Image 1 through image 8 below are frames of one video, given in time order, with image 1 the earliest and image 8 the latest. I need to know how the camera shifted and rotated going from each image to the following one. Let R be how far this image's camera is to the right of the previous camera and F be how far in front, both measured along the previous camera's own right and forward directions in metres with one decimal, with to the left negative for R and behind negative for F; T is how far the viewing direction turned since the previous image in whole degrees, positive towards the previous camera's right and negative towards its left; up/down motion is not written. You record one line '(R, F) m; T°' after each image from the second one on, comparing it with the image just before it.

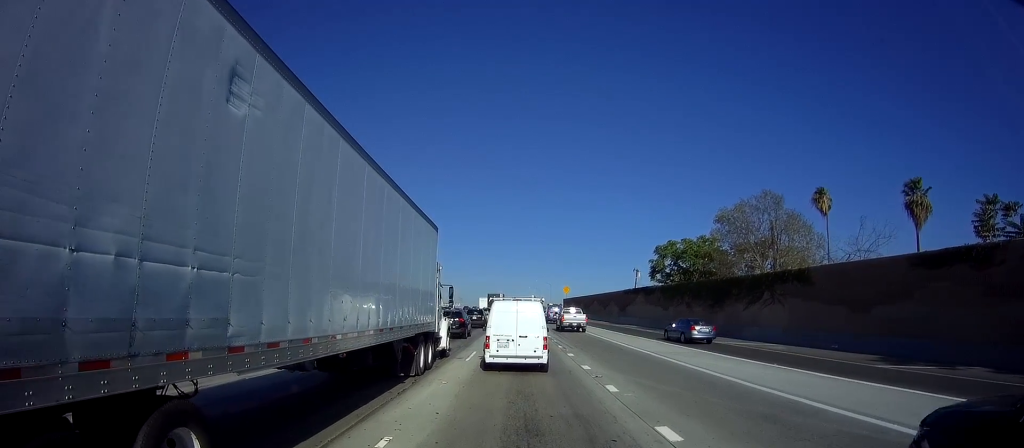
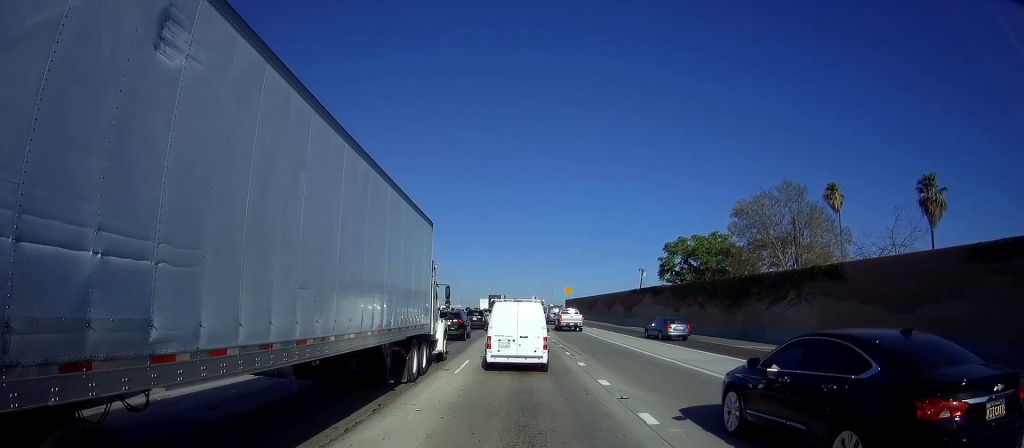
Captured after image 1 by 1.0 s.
(+0.3, +3.7) m; +1°
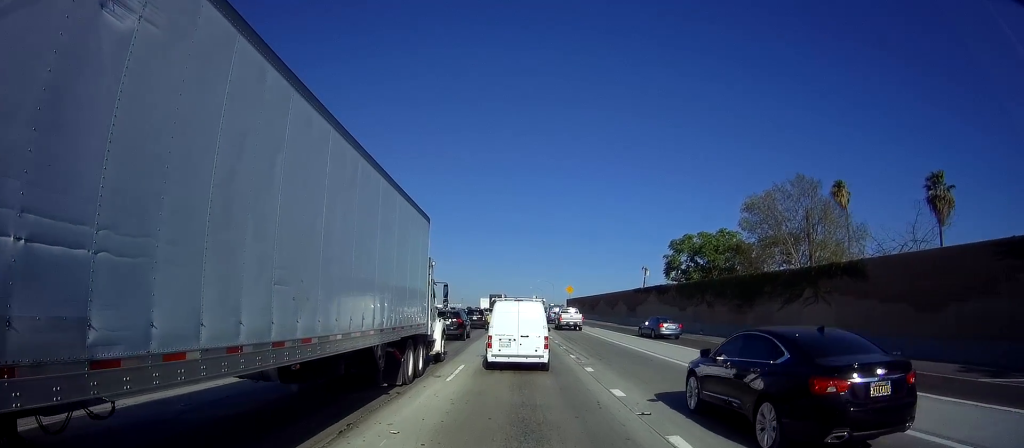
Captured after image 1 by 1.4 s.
(-0.1, +1.7) m; 0°
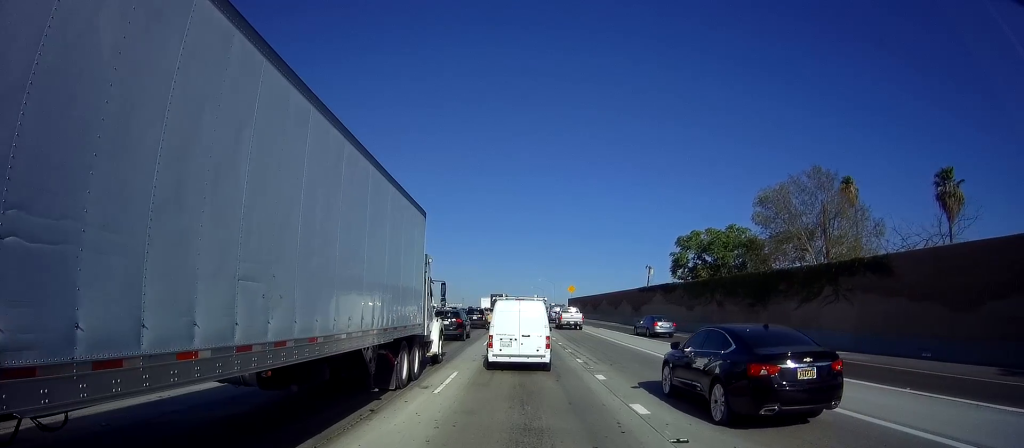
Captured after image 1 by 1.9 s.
(-0.1, +1.8) m; -1°
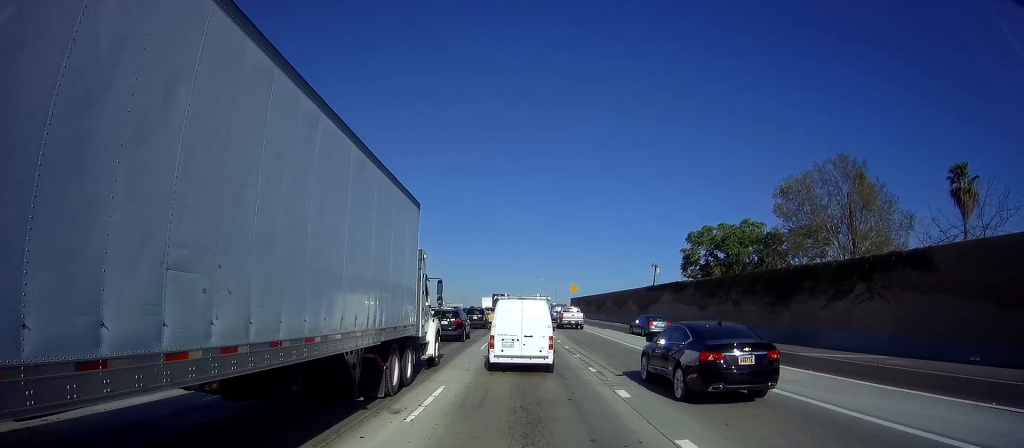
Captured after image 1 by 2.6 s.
(+0.1, +2.6) m; +3°
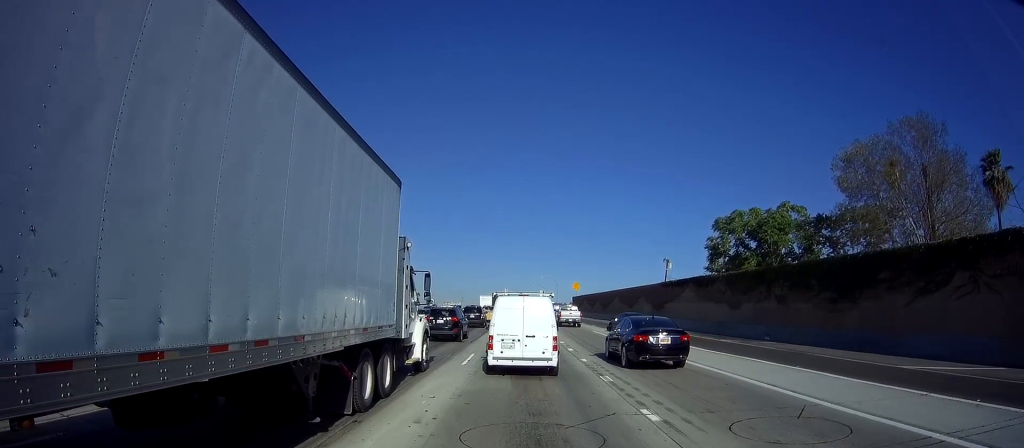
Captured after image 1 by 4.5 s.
(+0.2, +6.6) m; +1°
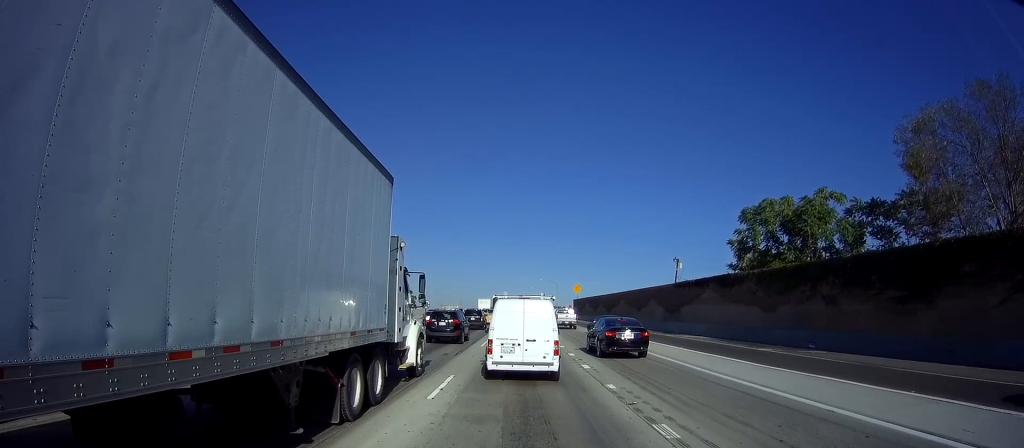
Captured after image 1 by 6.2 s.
(-0.1, +5.4) m; -1°
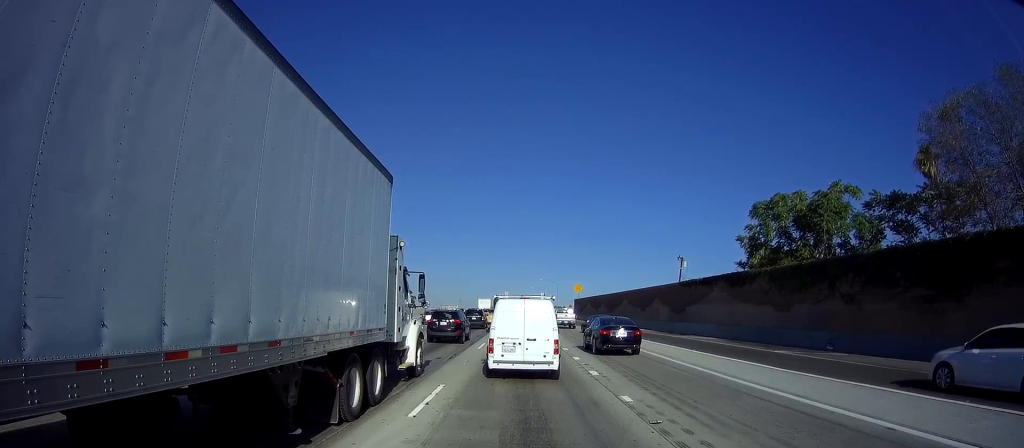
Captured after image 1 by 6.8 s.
(0.0, +2.0) m; -1°
